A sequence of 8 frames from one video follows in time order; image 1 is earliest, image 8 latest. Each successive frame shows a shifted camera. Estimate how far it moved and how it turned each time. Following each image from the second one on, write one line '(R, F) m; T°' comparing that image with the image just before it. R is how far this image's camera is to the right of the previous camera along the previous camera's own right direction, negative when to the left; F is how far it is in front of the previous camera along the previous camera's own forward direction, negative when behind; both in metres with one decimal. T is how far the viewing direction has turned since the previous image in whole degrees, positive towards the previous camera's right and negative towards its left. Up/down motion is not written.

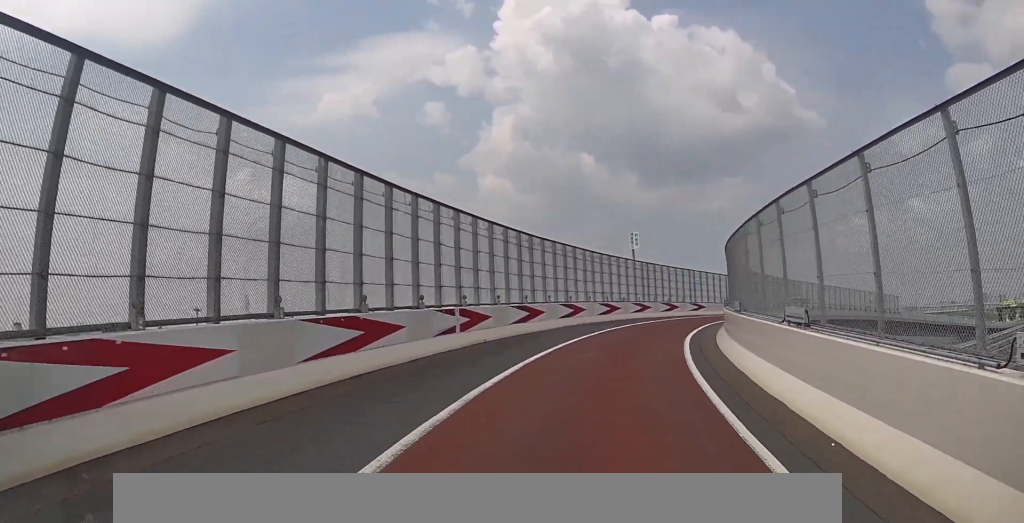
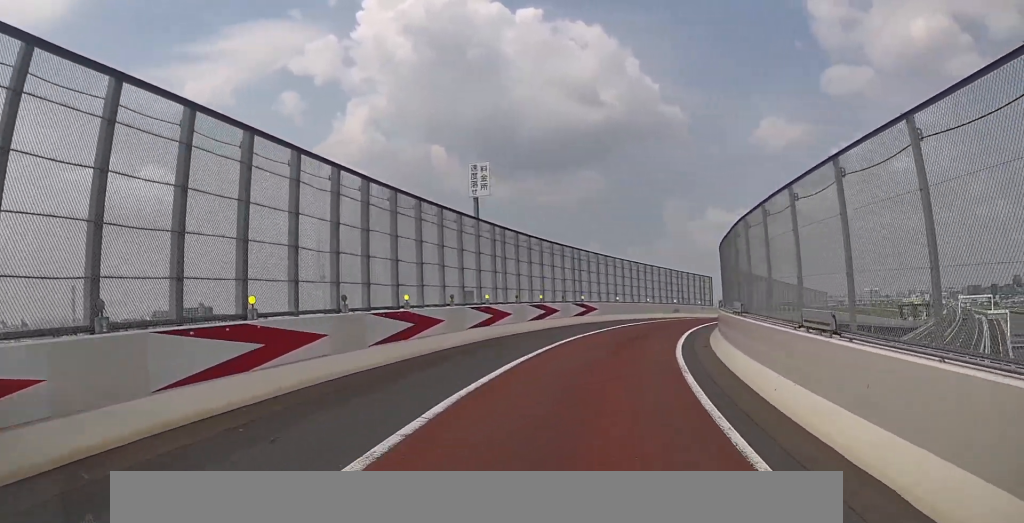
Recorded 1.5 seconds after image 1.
(+1.9, +22.2) m; +12°
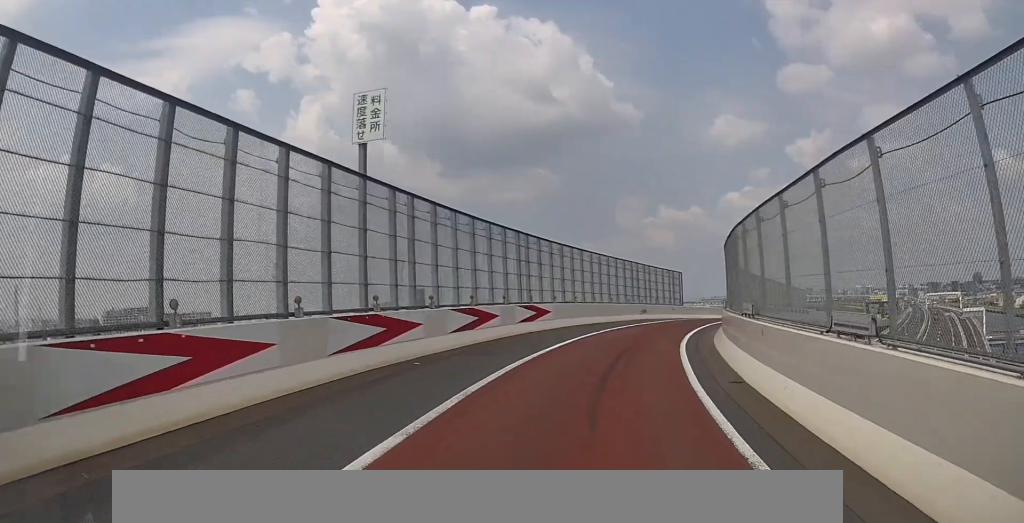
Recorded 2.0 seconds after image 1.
(+0.6, +8.2) m; +7°
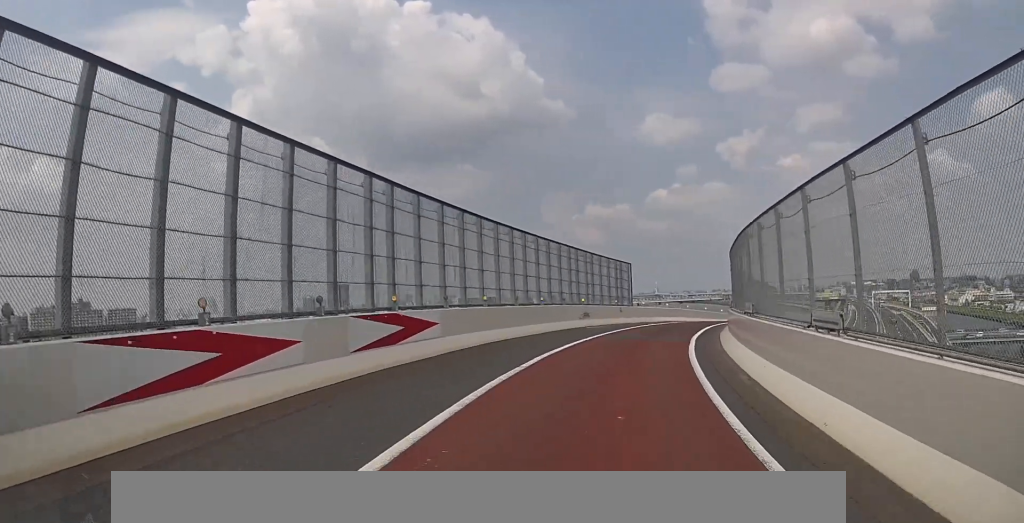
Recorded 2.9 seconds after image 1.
(+1.0, +11.7) m; +6°
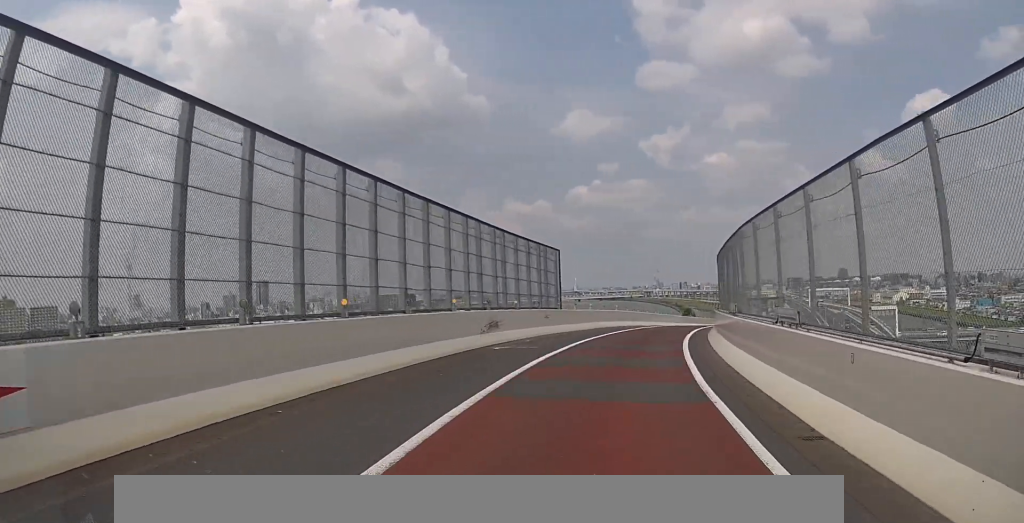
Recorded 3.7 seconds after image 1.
(+0.5, +11.5) m; +7°
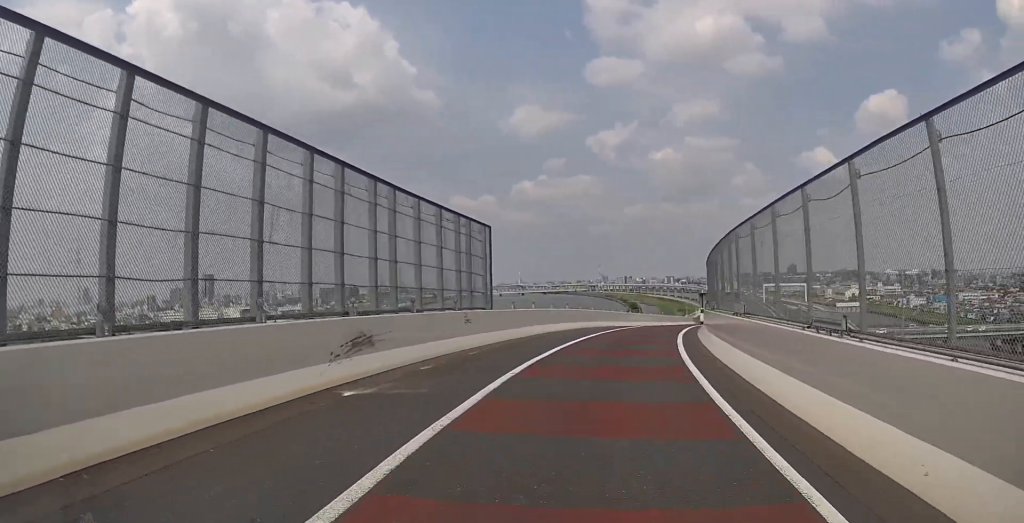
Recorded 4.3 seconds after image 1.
(-0.3, +8.6) m; +7°
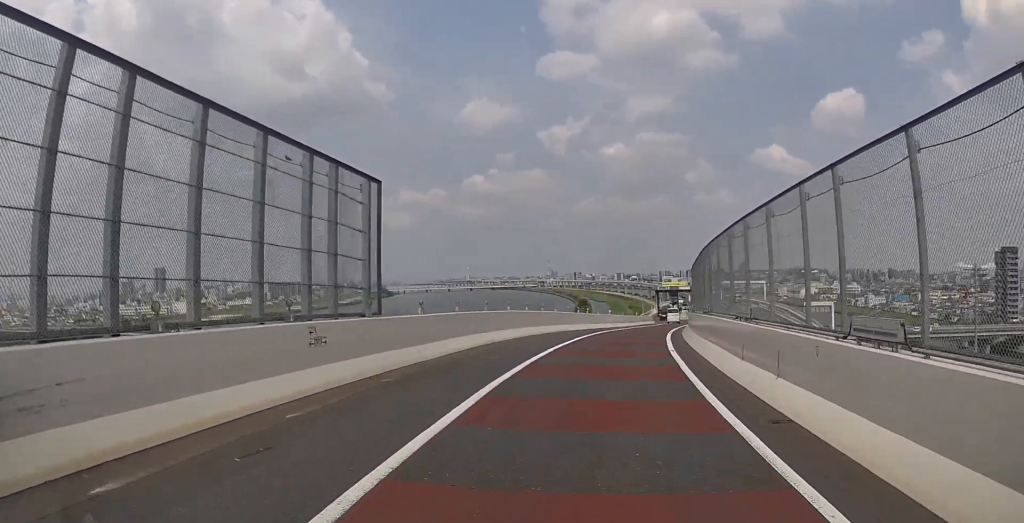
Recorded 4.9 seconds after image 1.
(+1.3, +7.5) m; +9°
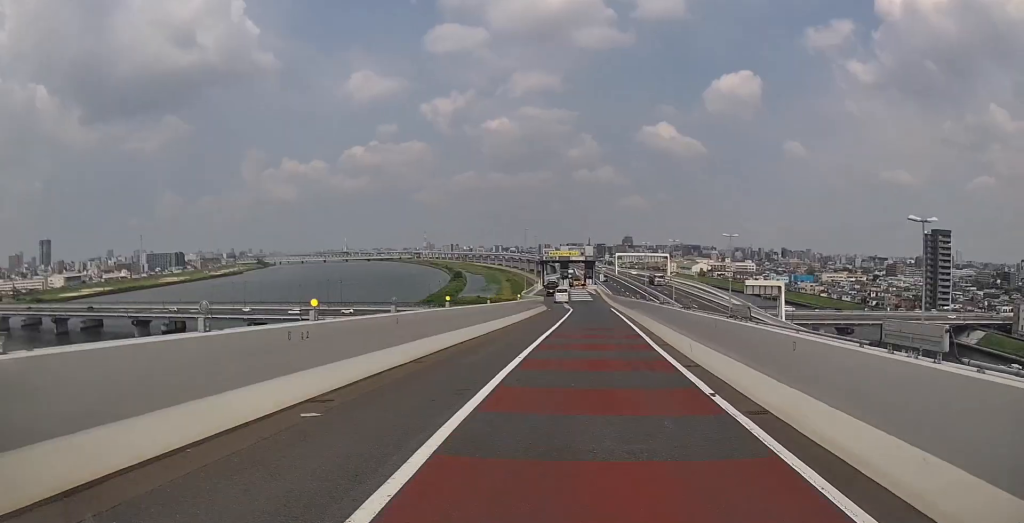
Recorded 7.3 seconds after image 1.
(+3.5, +31.5) m; +11°
